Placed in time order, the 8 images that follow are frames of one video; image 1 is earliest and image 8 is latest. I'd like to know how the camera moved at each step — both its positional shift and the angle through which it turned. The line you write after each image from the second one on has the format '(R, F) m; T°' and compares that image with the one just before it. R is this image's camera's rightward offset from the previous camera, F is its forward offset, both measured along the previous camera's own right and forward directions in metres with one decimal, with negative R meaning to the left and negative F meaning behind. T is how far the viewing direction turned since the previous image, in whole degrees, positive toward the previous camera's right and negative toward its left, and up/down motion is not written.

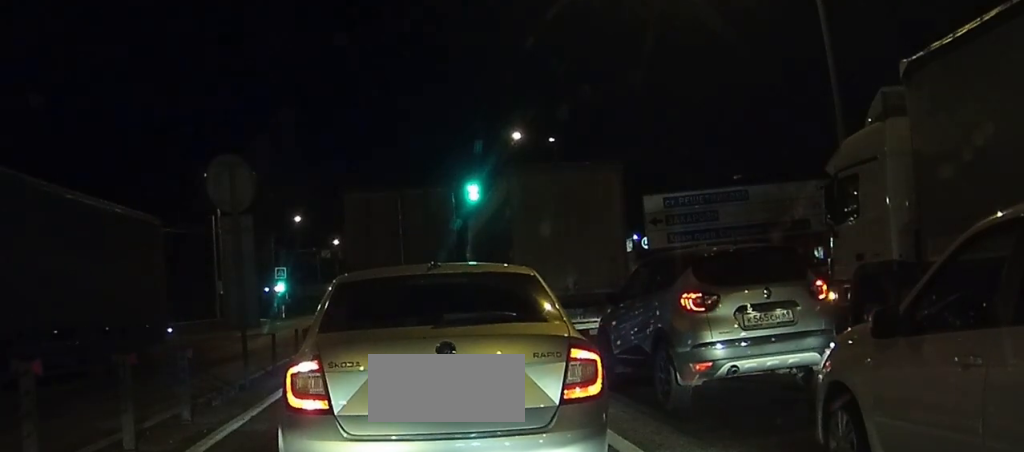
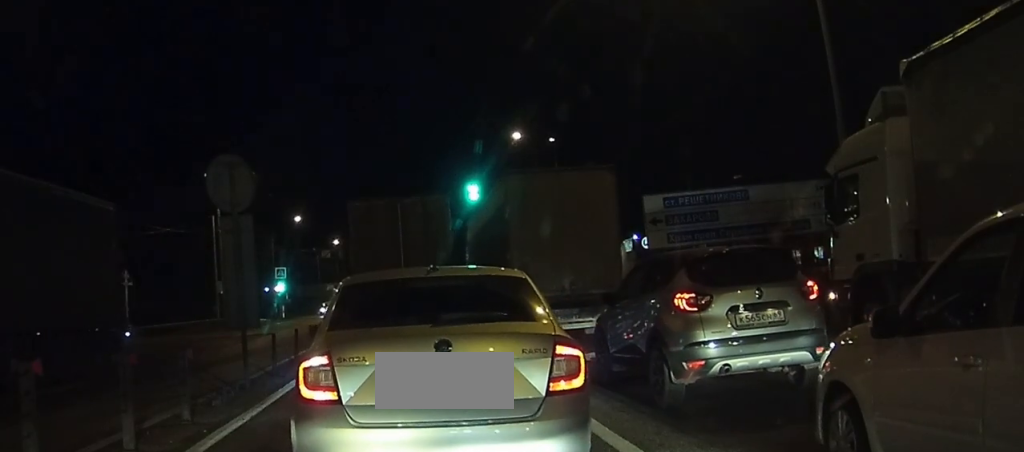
(0.0, 0.0) m; 0°
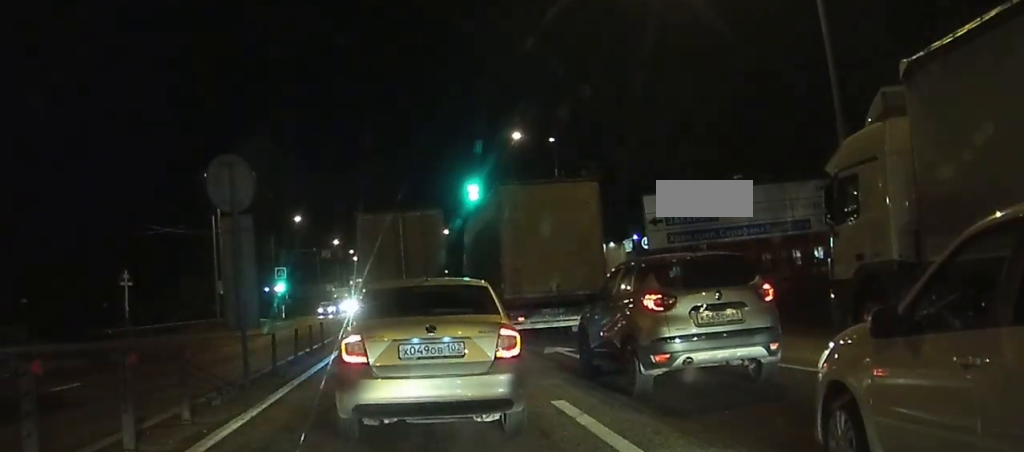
(0.0, 0.0) m; 0°
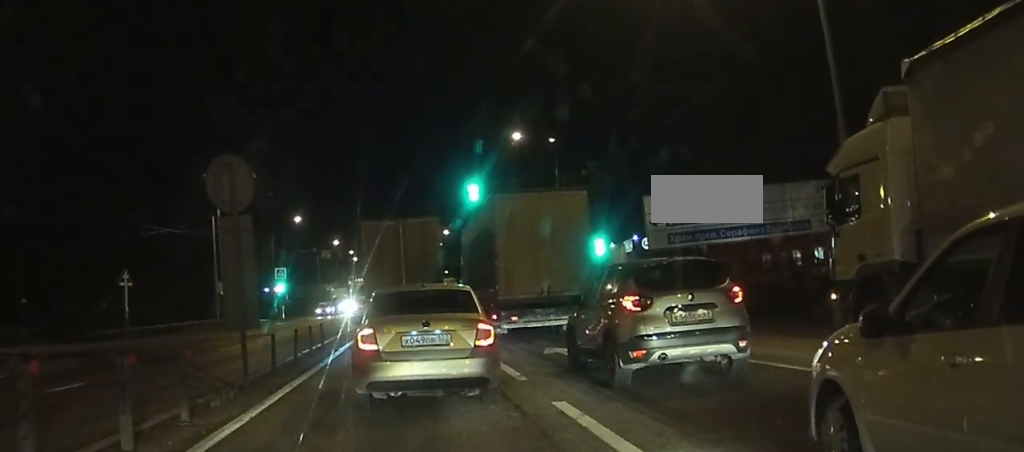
(0.0, 0.0) m; 0°
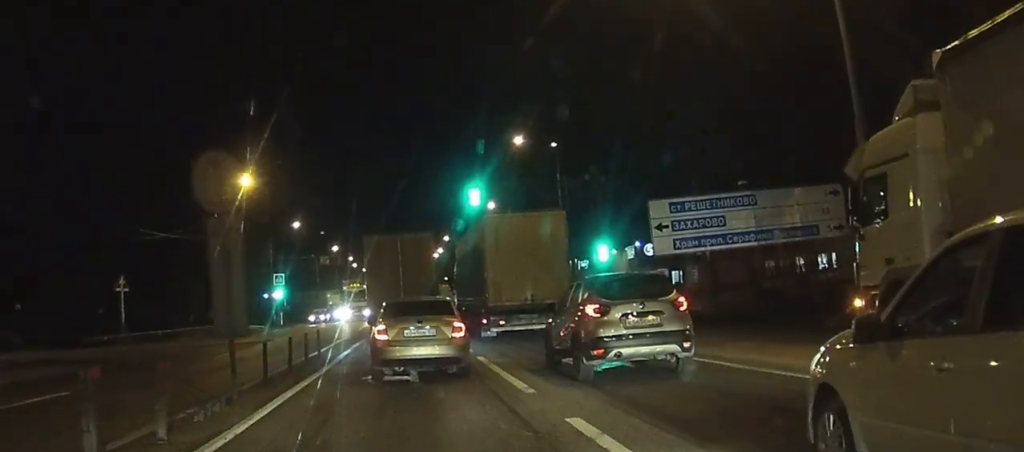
(-0.1, +0.4) m; +1°
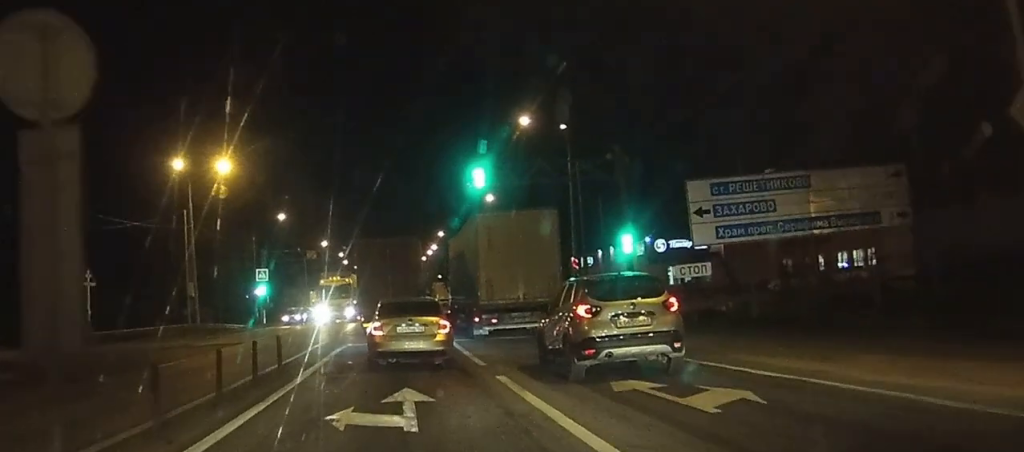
(+0.1, +4.3) m; +3°
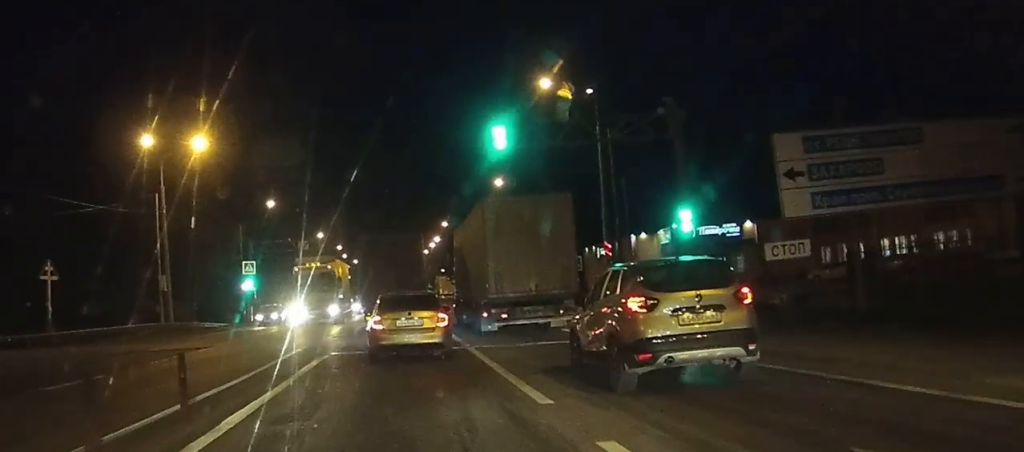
(-0.1, +6.5) m; -1°
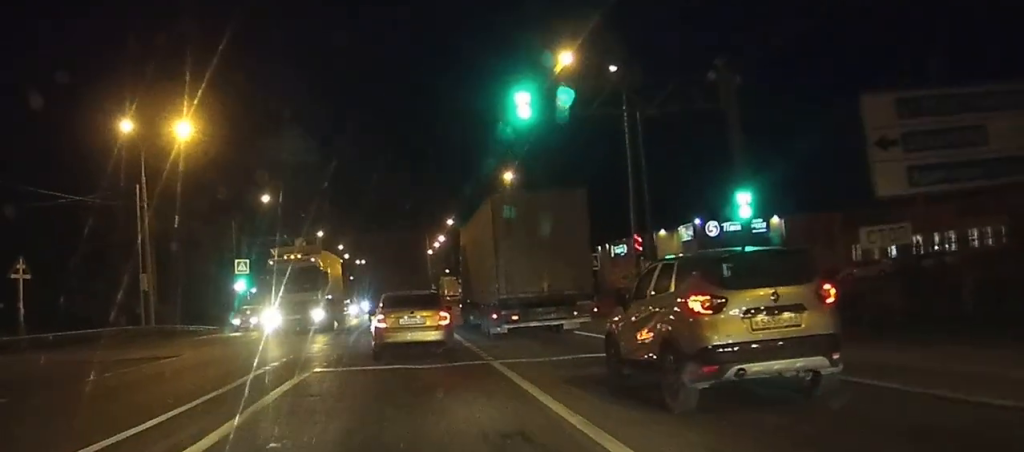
(0.0, +4.6) m; 0°
